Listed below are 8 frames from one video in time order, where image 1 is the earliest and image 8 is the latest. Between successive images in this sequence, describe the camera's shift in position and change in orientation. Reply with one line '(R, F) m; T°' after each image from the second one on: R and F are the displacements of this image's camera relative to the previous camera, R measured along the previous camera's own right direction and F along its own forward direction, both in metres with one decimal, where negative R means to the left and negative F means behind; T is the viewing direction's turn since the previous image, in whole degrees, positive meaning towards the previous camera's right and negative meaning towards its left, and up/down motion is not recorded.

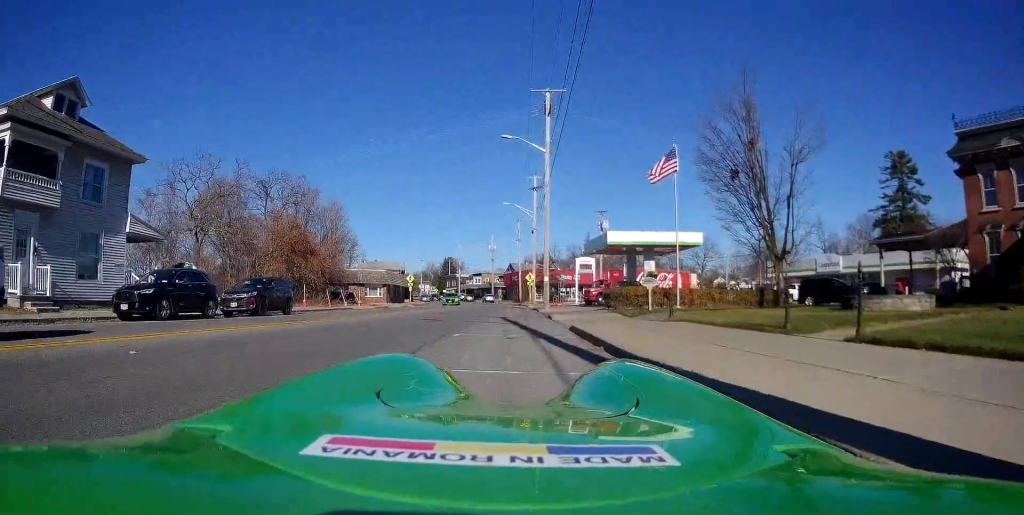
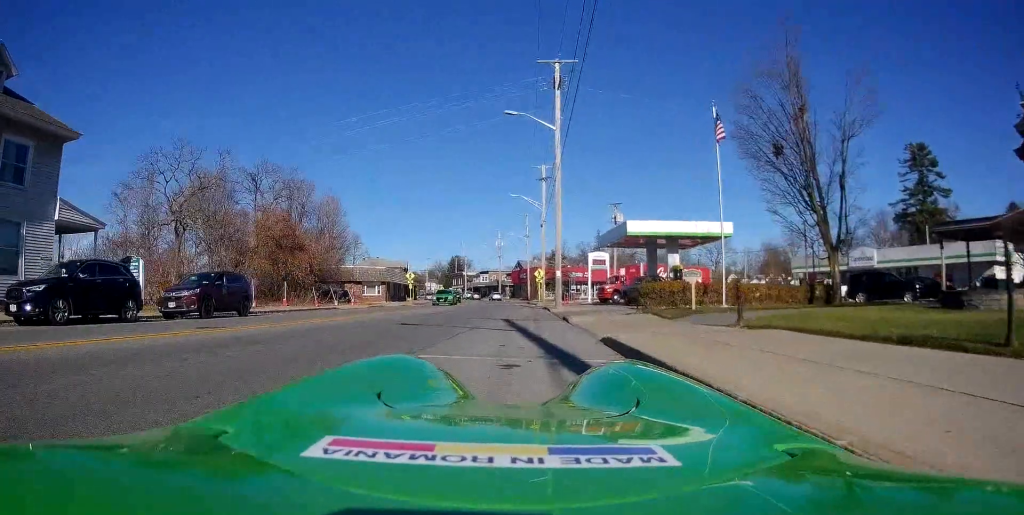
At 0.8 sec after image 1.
(-0.3, +4.8) m; -1°
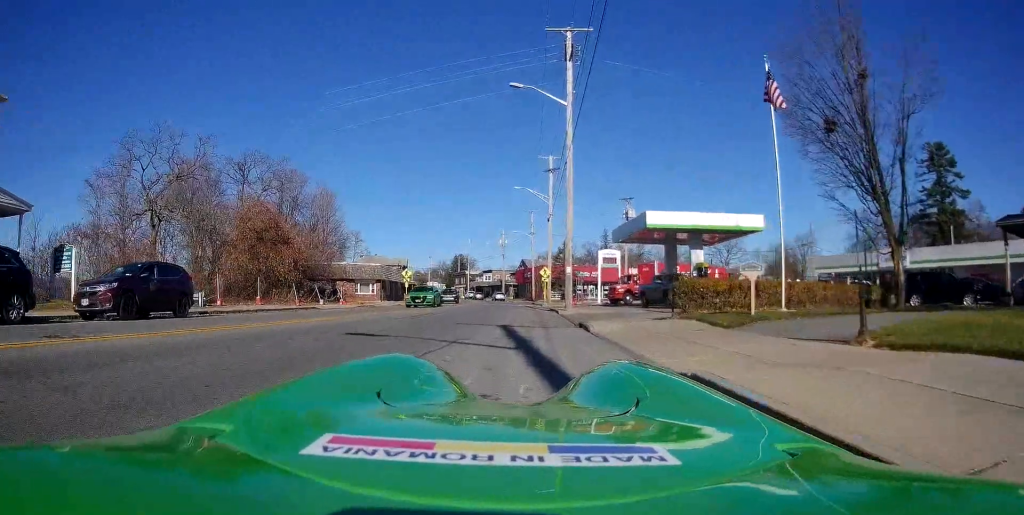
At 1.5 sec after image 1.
(-0.2, +4.6) m; 0°
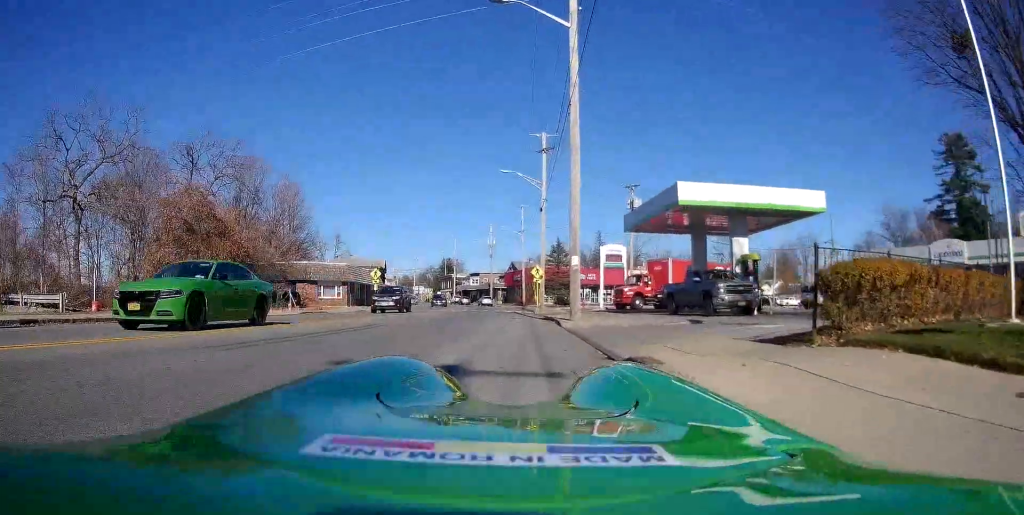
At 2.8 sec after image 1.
(+0.2, +9.0) m; +1°
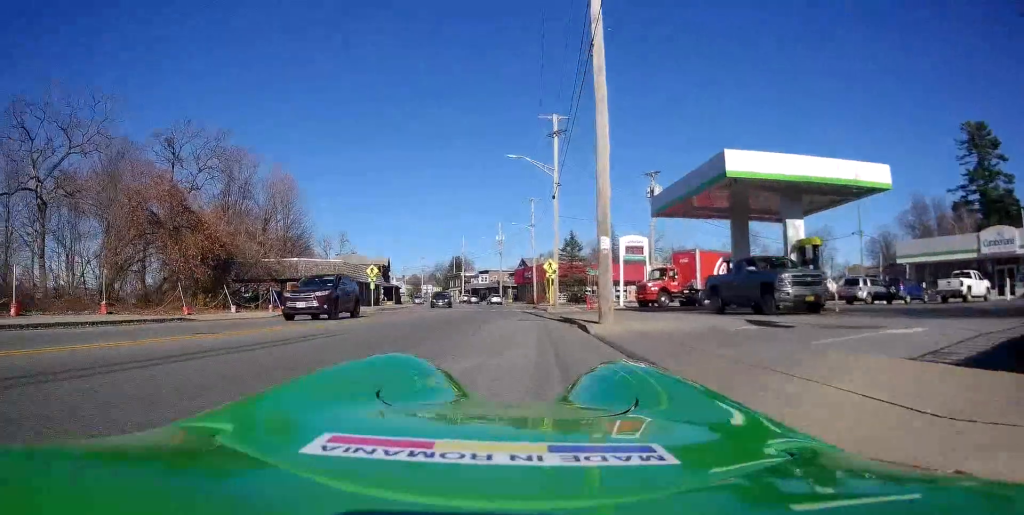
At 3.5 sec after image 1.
(0.0, +4.6) m; +1°
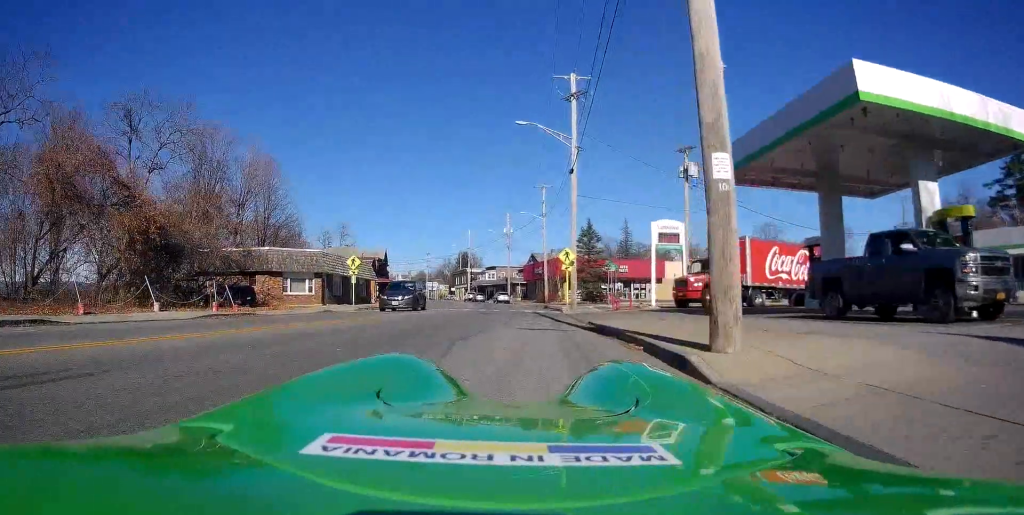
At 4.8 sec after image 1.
(+0.2, +8.0) m; -2°
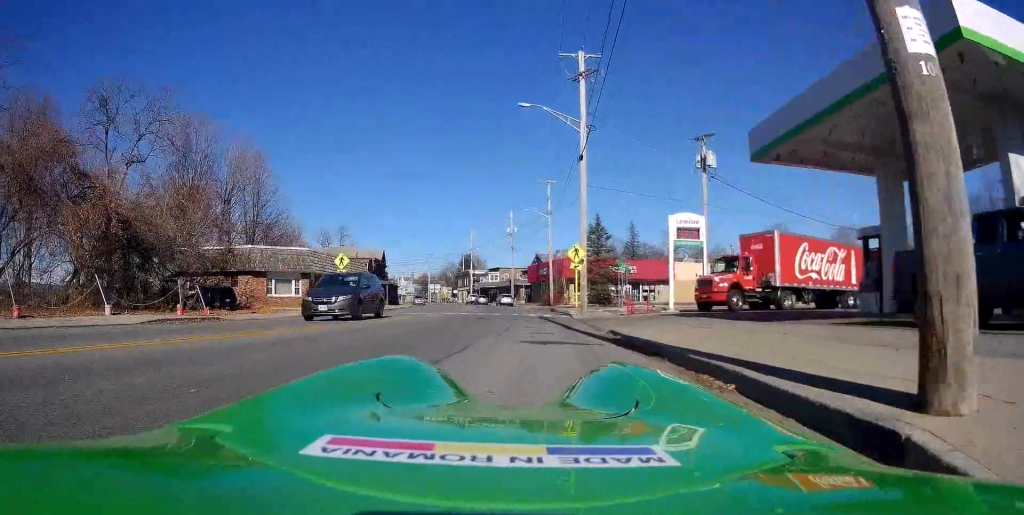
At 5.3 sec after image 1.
(-0.1, +3.5) m; -2°
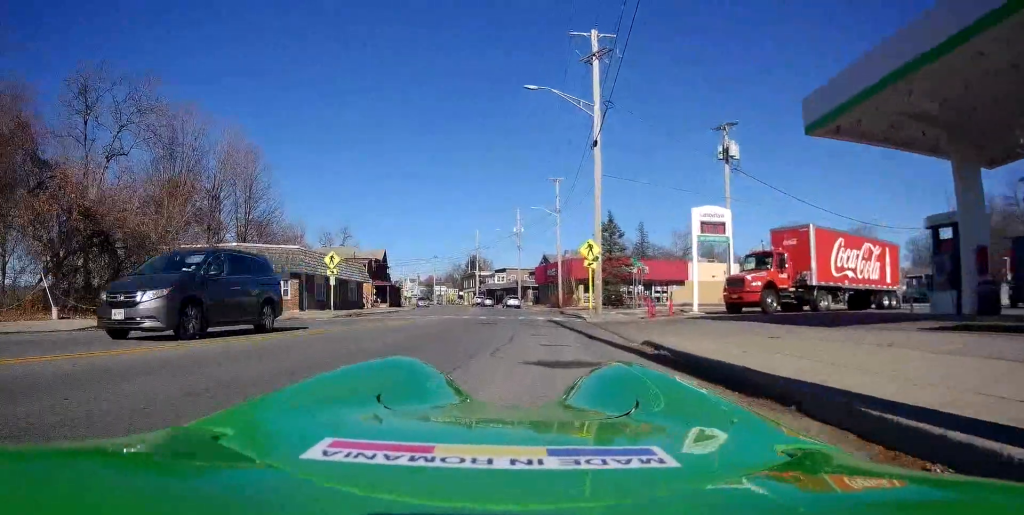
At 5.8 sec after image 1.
(-0.1, +3.2) m; 0°
